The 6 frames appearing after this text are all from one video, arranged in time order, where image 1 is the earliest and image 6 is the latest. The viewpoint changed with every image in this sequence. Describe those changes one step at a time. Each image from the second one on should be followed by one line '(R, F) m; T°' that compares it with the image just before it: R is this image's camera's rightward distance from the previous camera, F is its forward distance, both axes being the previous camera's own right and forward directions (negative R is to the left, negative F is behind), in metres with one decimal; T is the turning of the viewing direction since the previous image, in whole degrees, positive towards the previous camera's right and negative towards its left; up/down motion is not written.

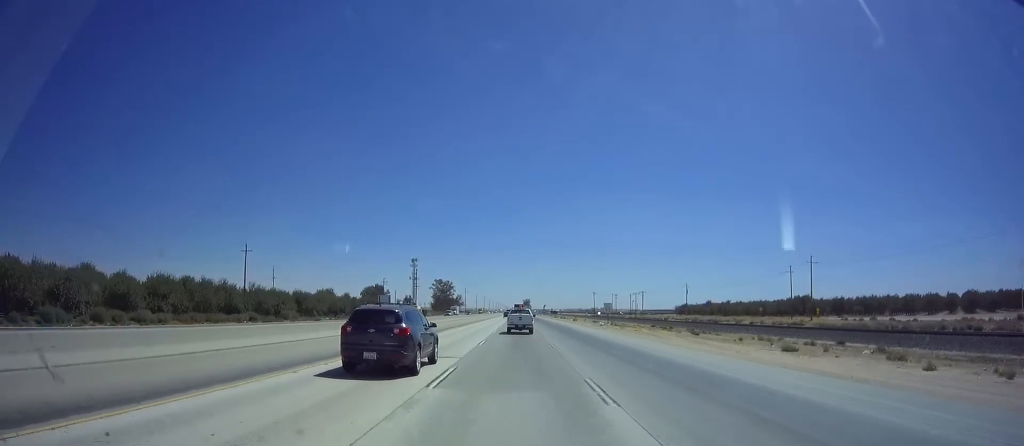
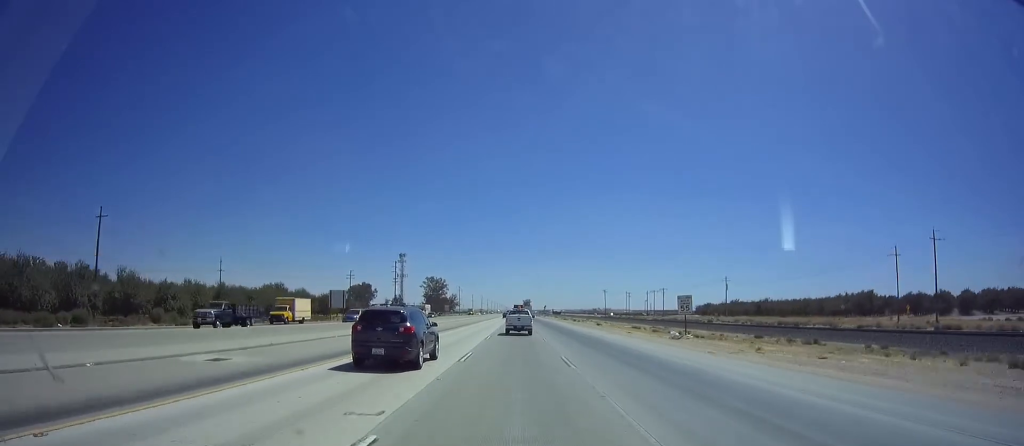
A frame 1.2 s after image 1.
(+0.1, +37.1) m; 0°
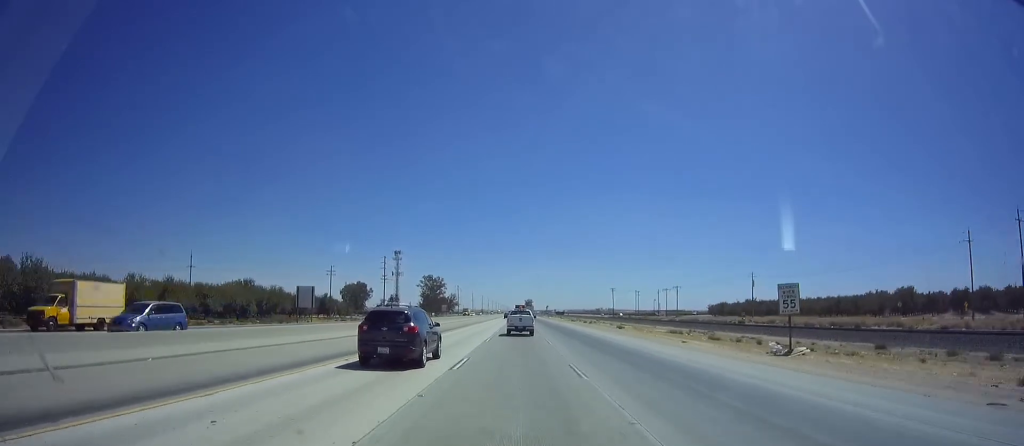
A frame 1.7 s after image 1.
(+0.1, +17.0) m; 0°
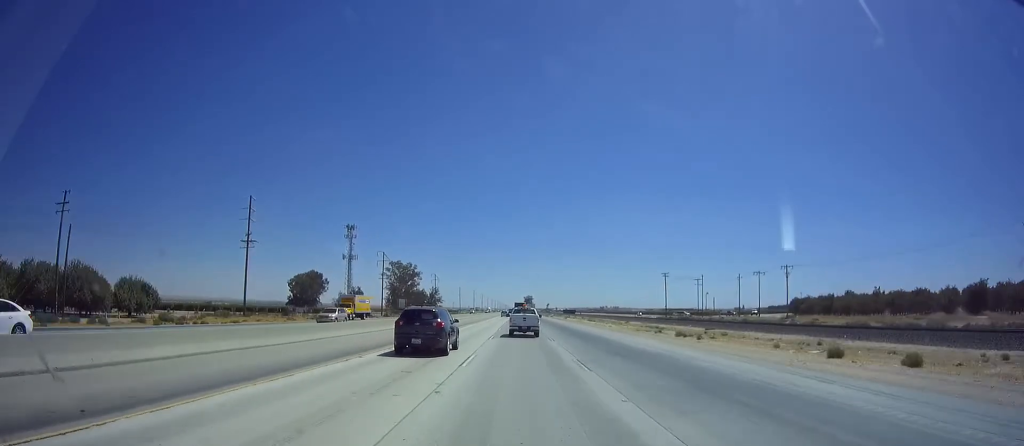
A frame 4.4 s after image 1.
(+0.8, +86.3) m; +1°
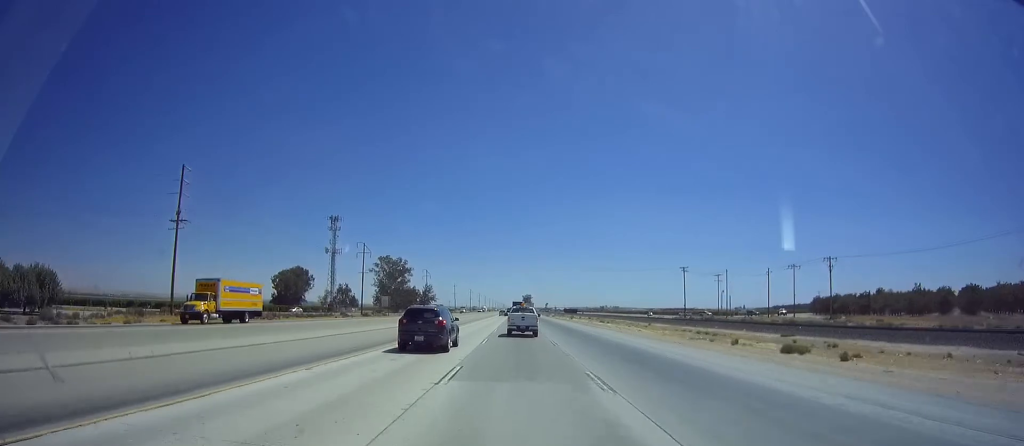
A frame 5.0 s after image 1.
(0.0, +18.7) m; 0°
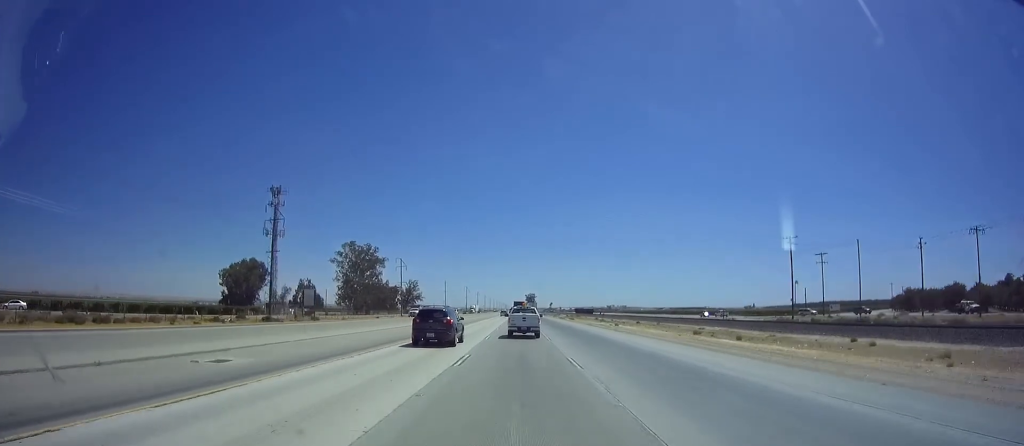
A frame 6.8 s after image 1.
(-0.3, +53.8) m; 0°
